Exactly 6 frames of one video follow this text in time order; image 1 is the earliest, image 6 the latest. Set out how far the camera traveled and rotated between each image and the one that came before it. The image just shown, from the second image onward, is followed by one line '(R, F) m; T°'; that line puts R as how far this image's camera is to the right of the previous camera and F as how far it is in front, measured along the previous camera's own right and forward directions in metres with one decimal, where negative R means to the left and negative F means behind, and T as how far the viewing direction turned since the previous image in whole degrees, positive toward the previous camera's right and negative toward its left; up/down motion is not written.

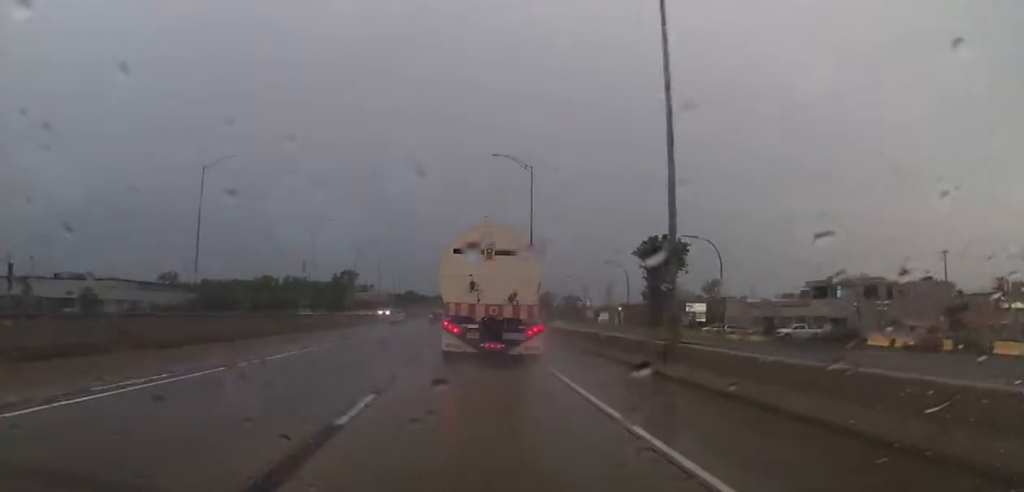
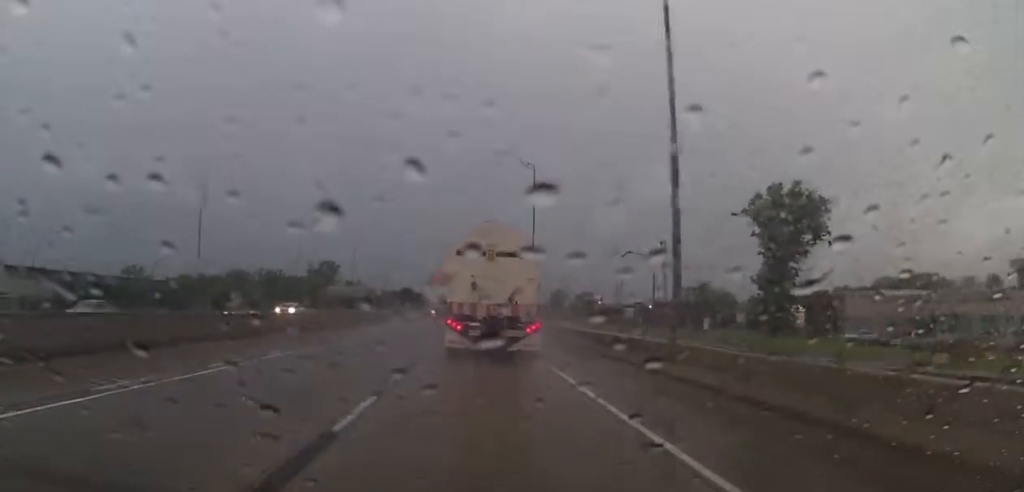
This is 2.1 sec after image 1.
(+0.4, +45.3) m; 0°
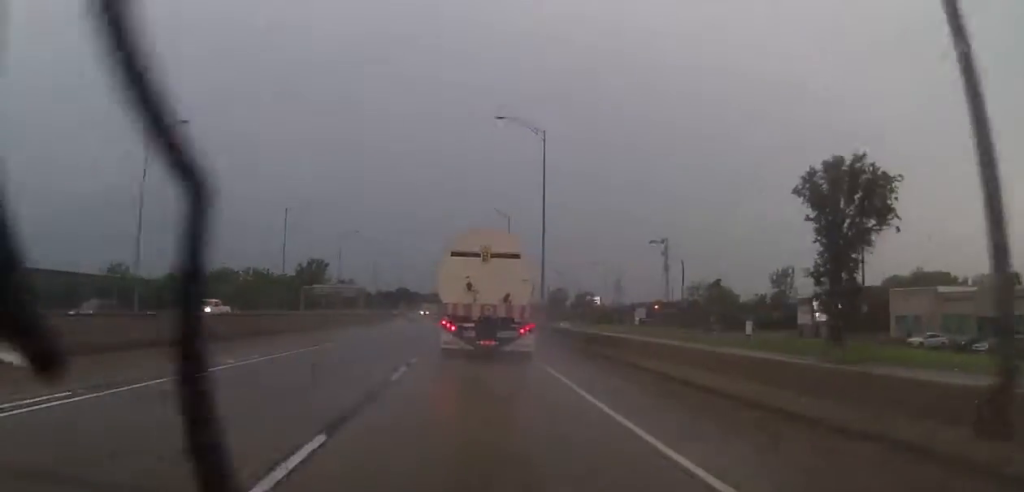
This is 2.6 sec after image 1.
(-0.1, +12.4) m; -1°
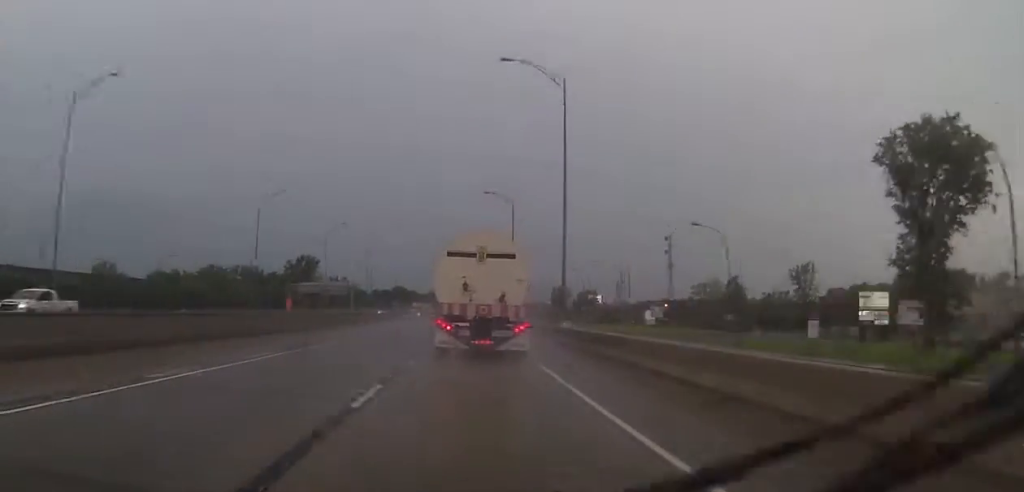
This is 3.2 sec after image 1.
(0.0, +12.5) m; 0°
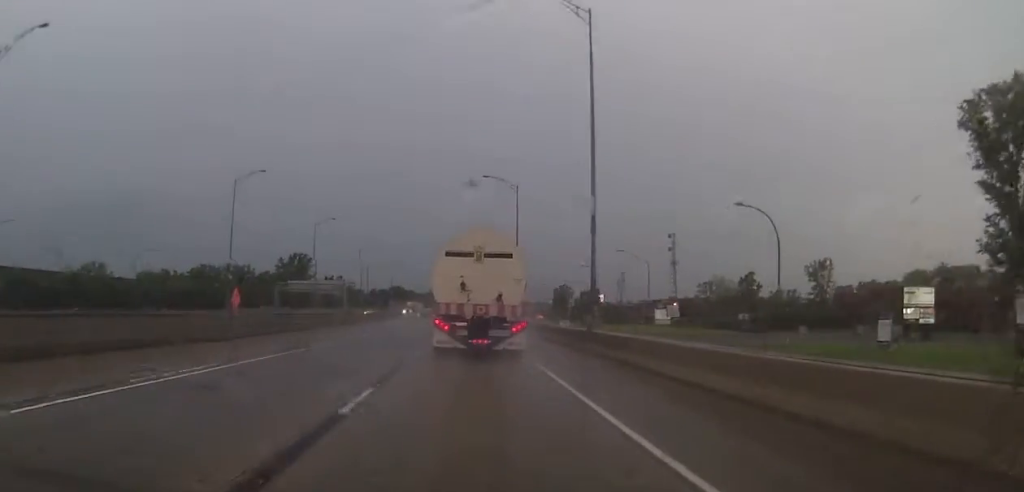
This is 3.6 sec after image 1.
(0.0, +9.5) m; 0°
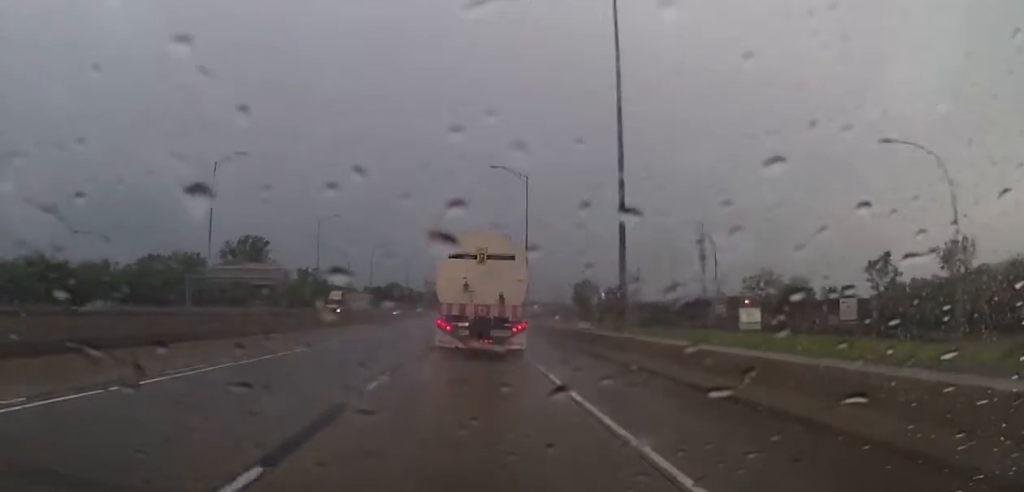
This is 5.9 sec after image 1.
(0.0, +51.1) m; +1°
